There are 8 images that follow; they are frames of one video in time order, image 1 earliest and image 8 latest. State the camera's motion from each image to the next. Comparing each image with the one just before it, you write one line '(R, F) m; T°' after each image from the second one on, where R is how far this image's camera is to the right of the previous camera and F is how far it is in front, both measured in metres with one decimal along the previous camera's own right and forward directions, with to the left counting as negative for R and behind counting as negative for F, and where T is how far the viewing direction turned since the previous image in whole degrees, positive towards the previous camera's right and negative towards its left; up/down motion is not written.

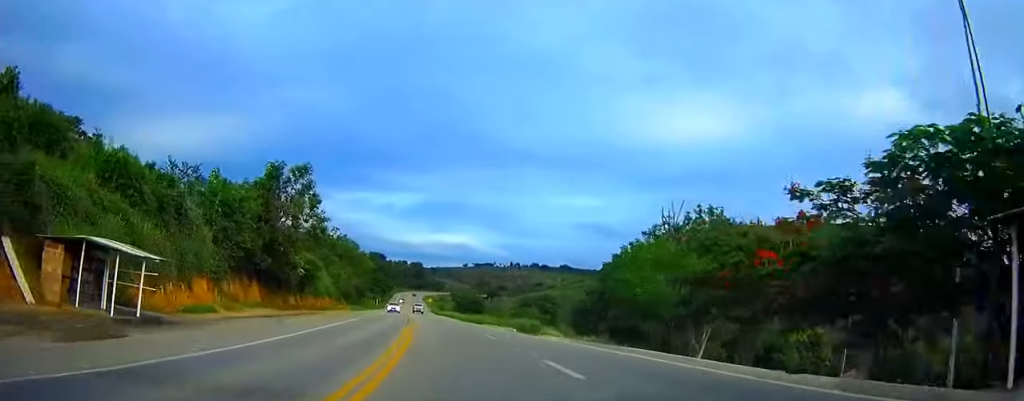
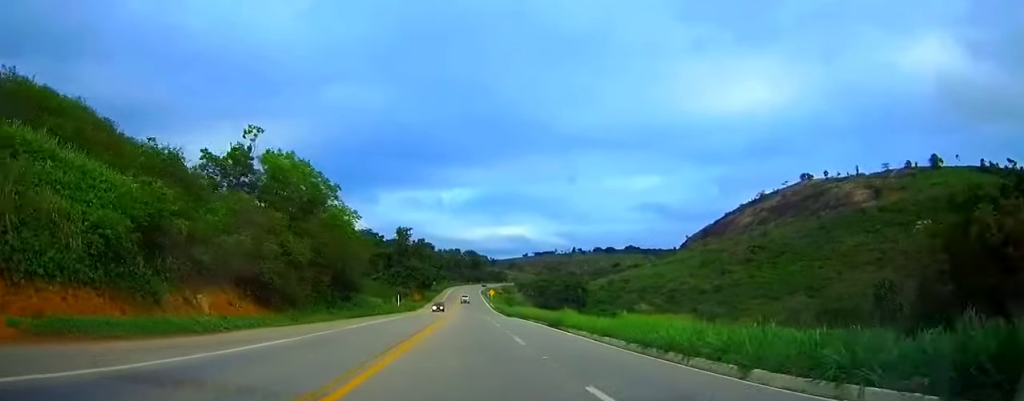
(-5.1, +71.3) m; -6°
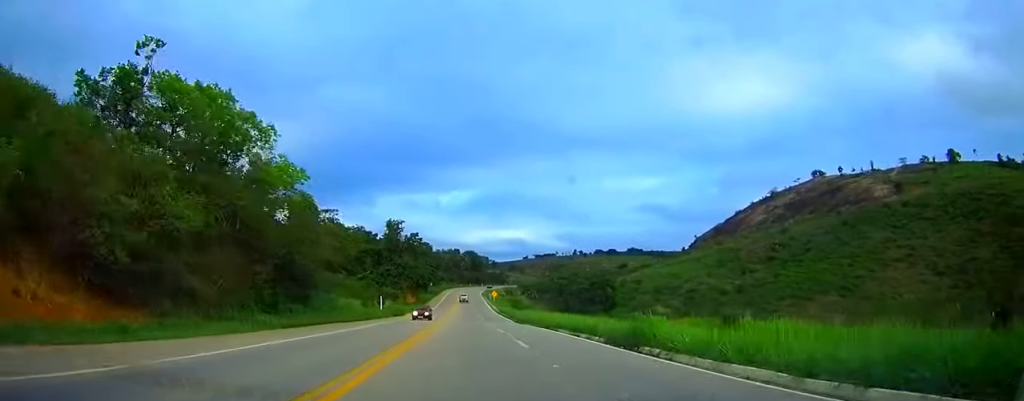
(-0.1, +18.5) m; 0°
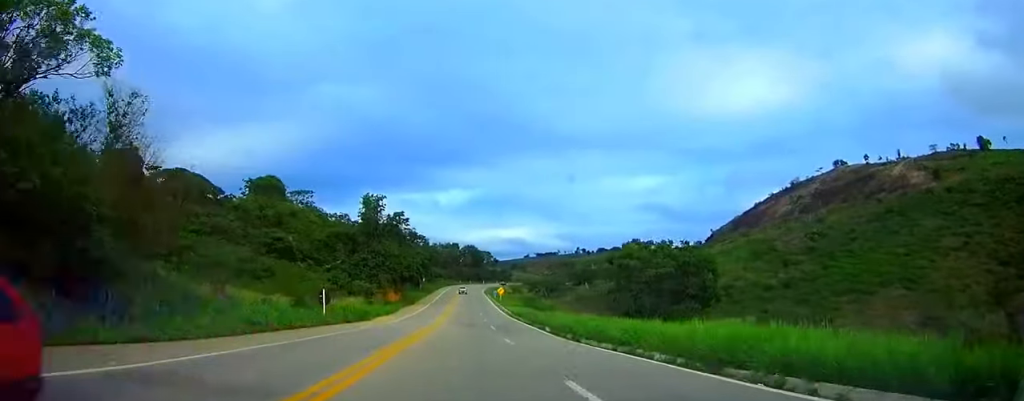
(0.0, +29.8) m; 0°
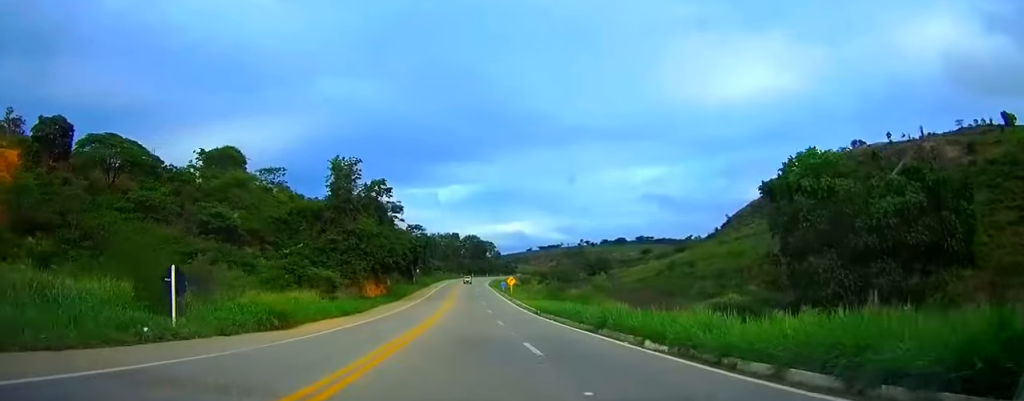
(0.0, +24.3) m; 0°
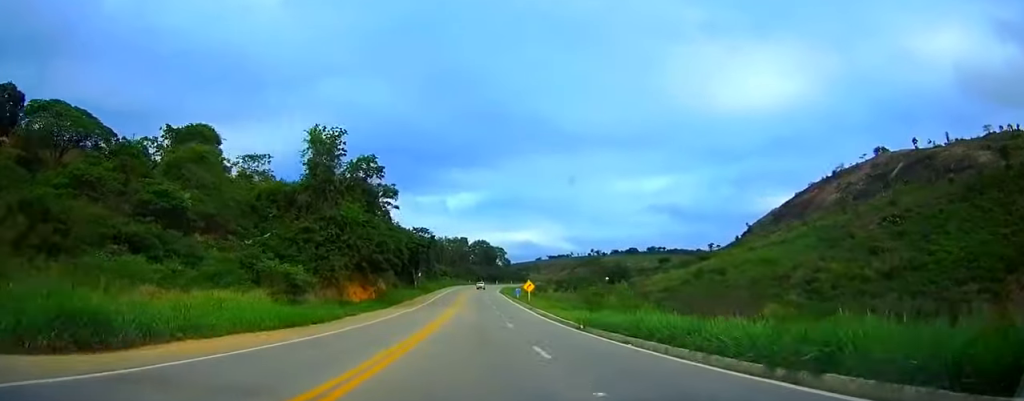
(0.0, +16.3) m; 0°
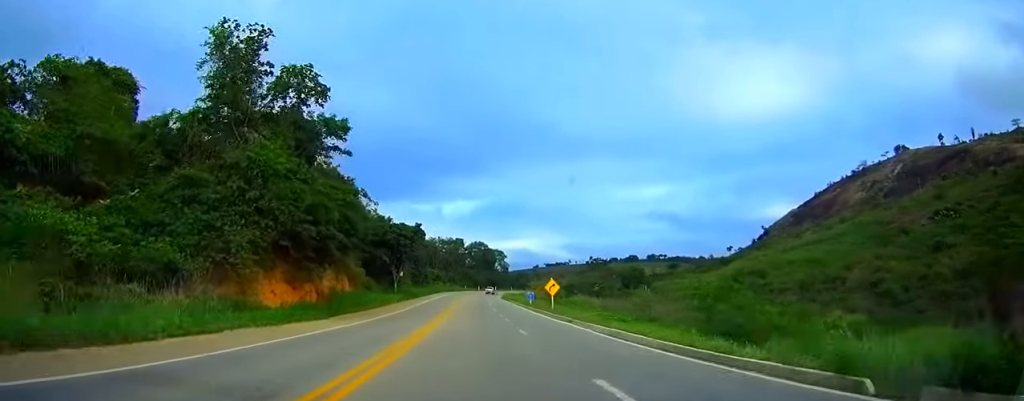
(-0.1, +25.5) m; 0°
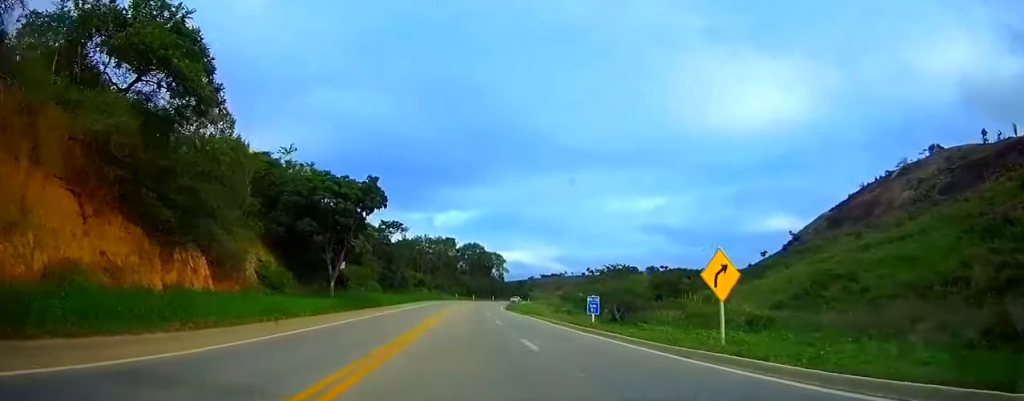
(+0.3, +38.3) m; +1°
